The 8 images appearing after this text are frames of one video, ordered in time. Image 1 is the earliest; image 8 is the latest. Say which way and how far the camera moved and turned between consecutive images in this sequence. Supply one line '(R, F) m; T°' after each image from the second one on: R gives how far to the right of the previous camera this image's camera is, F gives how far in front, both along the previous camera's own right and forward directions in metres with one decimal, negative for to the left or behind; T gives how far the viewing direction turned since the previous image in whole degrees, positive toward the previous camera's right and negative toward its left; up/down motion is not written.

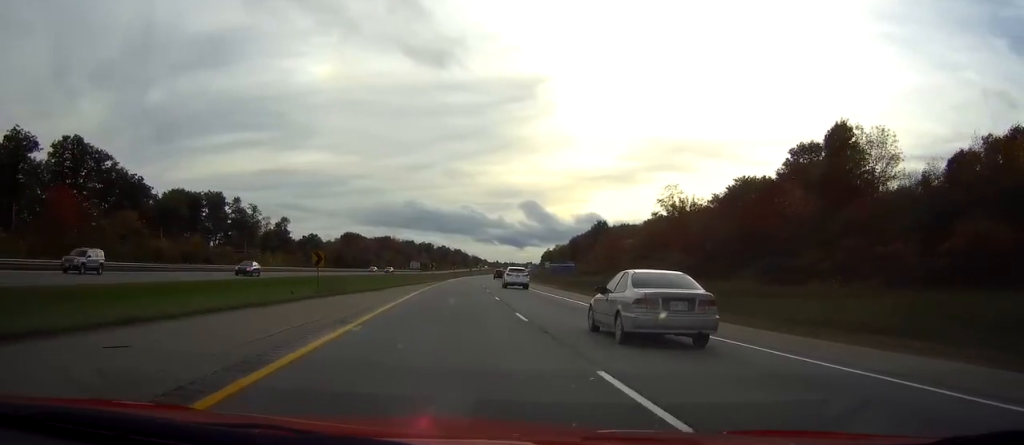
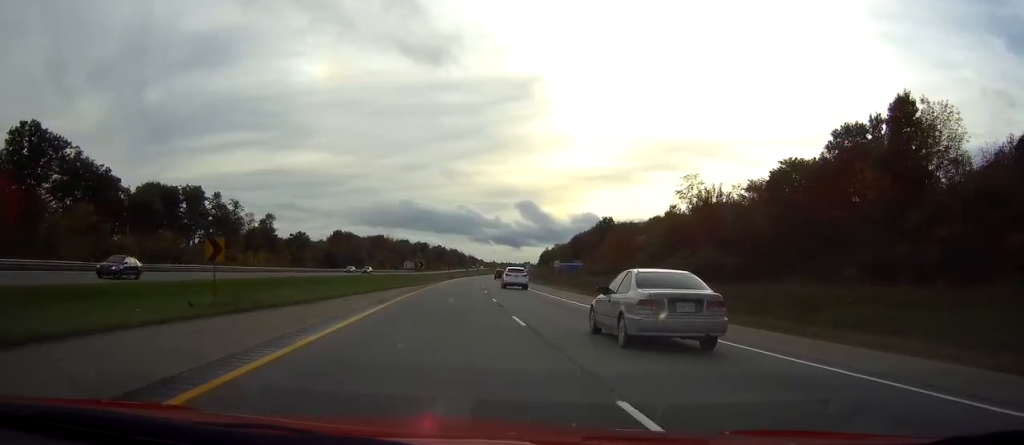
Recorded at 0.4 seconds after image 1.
(+0.1, +13.8) m; +1°
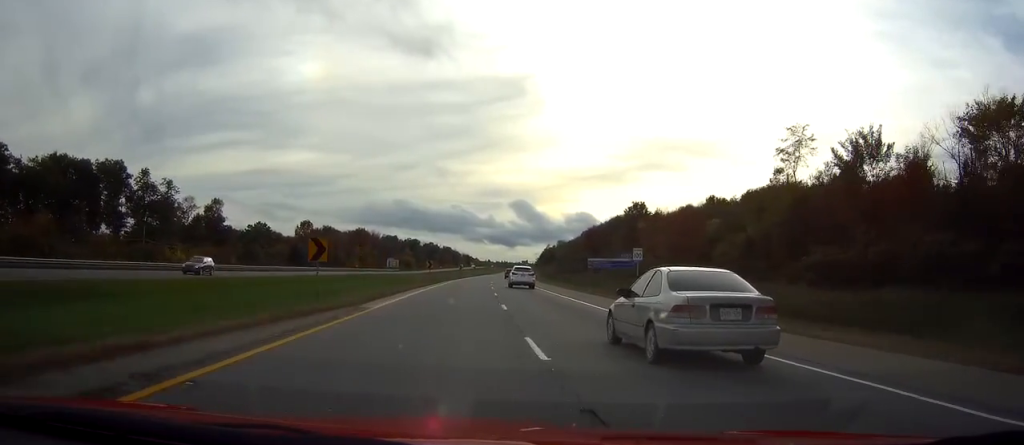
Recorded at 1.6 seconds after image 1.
(+0.6, +42.6) m; +1°
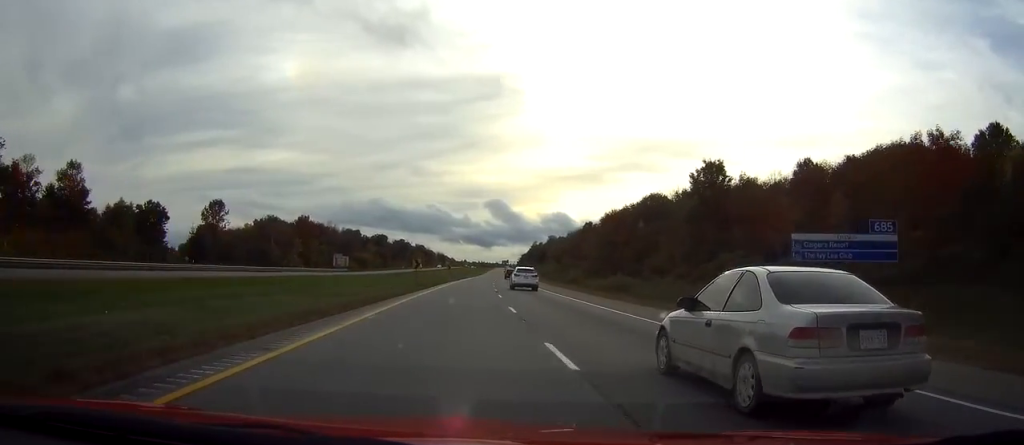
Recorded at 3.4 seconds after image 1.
(+0.5, +61.3) m; +1°
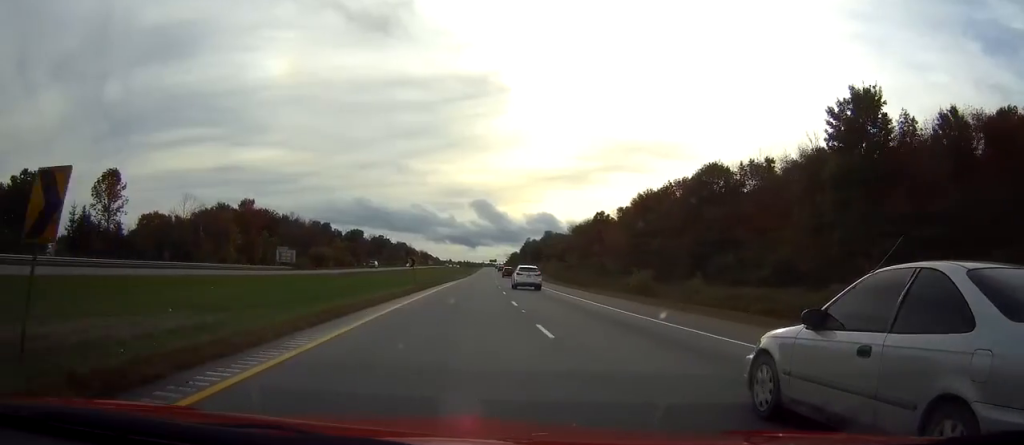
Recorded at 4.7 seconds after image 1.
(+0.7, +44.2) m; +2°
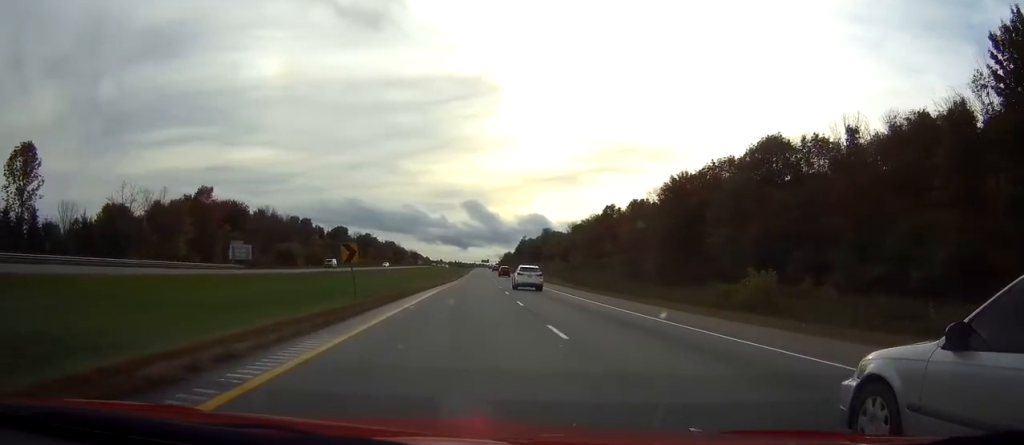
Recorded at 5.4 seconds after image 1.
(+0.2, +24.5) m; +1°
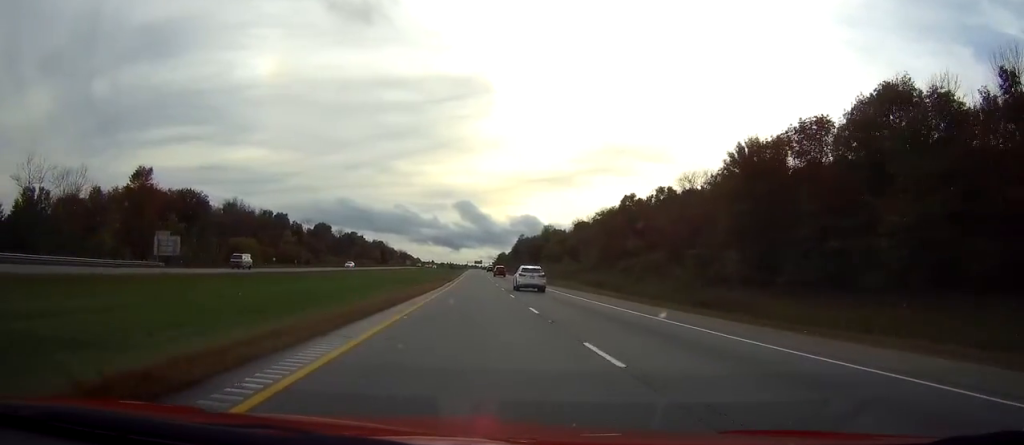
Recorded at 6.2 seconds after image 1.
(+0.1, +28.1) m; +1°
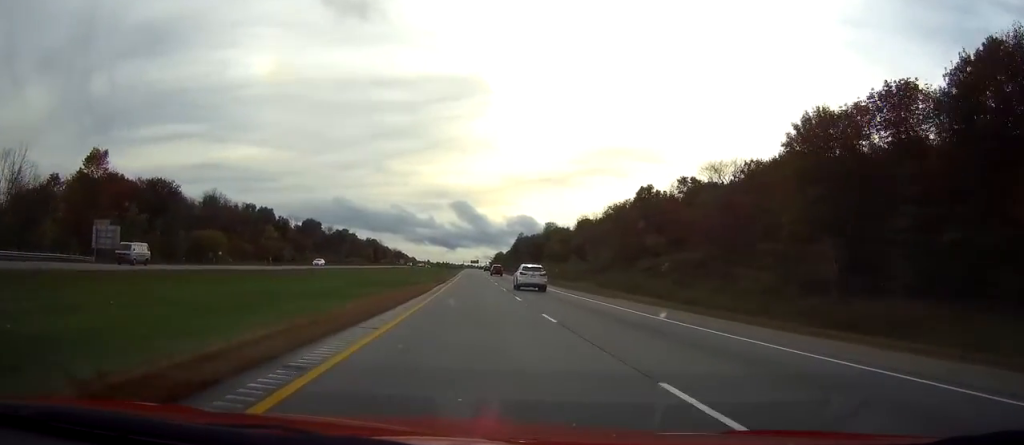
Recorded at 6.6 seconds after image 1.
(+0.1, +16.4) m; 0°
